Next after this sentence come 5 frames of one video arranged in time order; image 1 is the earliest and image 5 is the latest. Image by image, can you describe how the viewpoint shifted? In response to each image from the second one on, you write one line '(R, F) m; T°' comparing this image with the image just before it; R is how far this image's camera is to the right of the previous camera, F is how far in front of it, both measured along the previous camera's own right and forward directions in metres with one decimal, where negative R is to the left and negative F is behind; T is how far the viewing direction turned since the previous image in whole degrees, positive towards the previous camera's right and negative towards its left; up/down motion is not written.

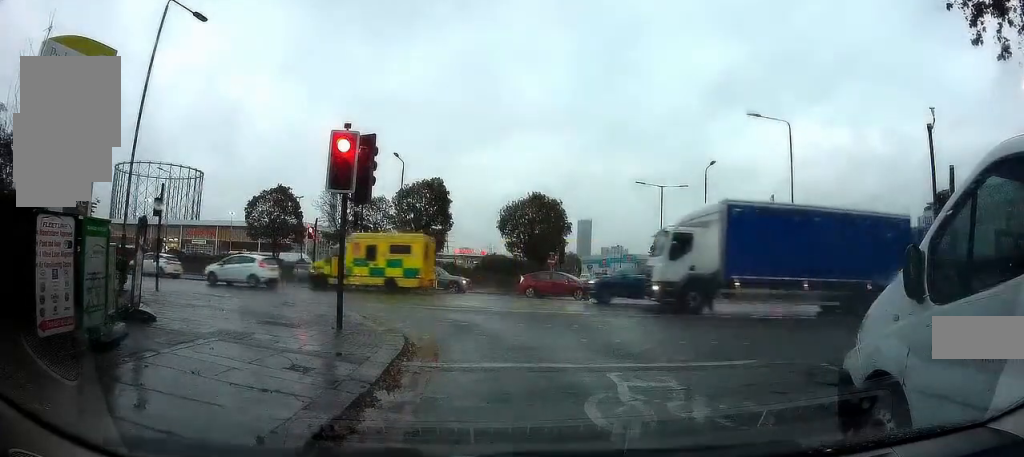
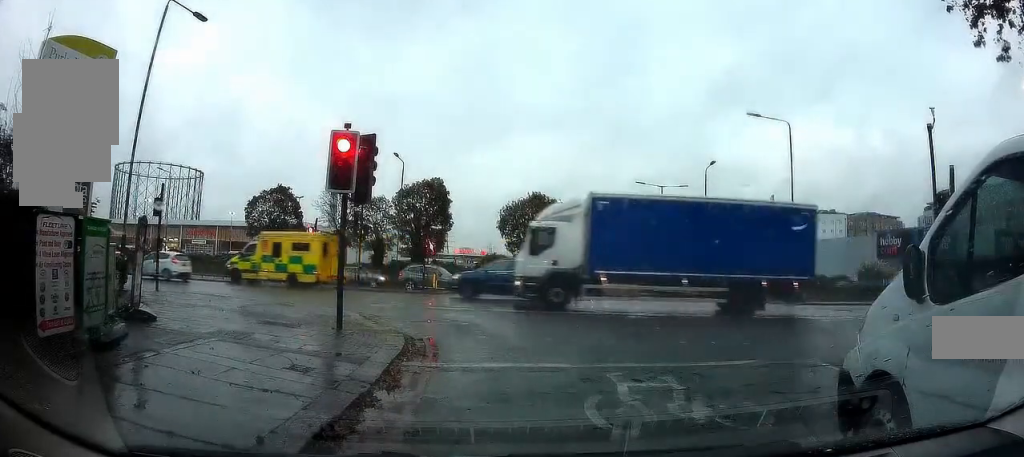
(0.0, 0.0) m; 0°
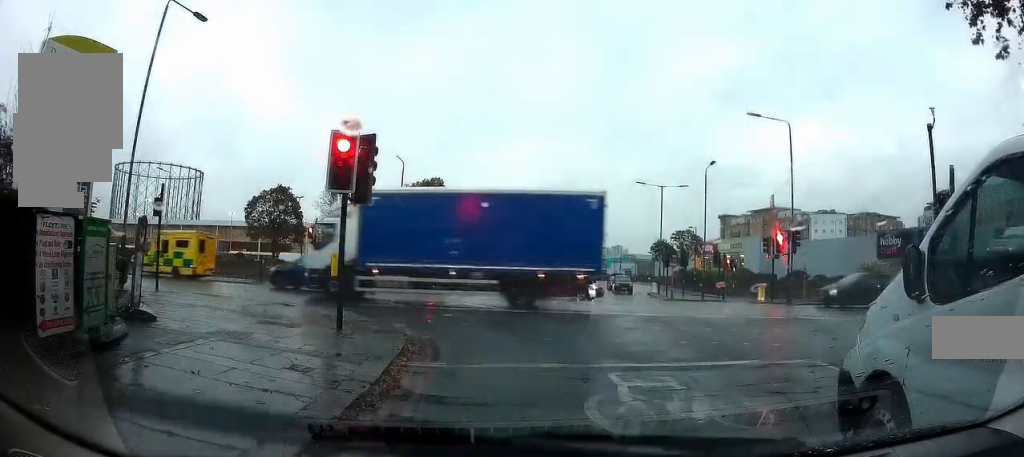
(0.0, 0.0) m; 0°
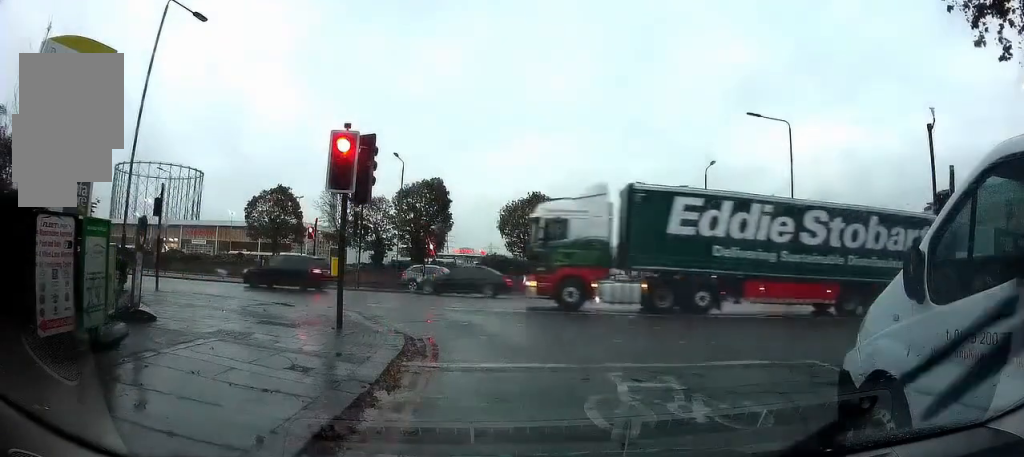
(0.0, 0.0) m; 0°
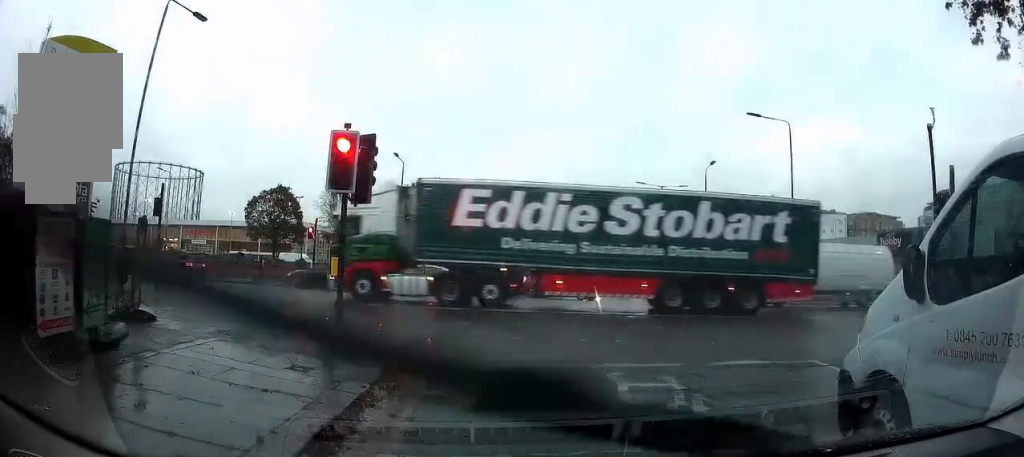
(0.0, 0.0) m; 0°
